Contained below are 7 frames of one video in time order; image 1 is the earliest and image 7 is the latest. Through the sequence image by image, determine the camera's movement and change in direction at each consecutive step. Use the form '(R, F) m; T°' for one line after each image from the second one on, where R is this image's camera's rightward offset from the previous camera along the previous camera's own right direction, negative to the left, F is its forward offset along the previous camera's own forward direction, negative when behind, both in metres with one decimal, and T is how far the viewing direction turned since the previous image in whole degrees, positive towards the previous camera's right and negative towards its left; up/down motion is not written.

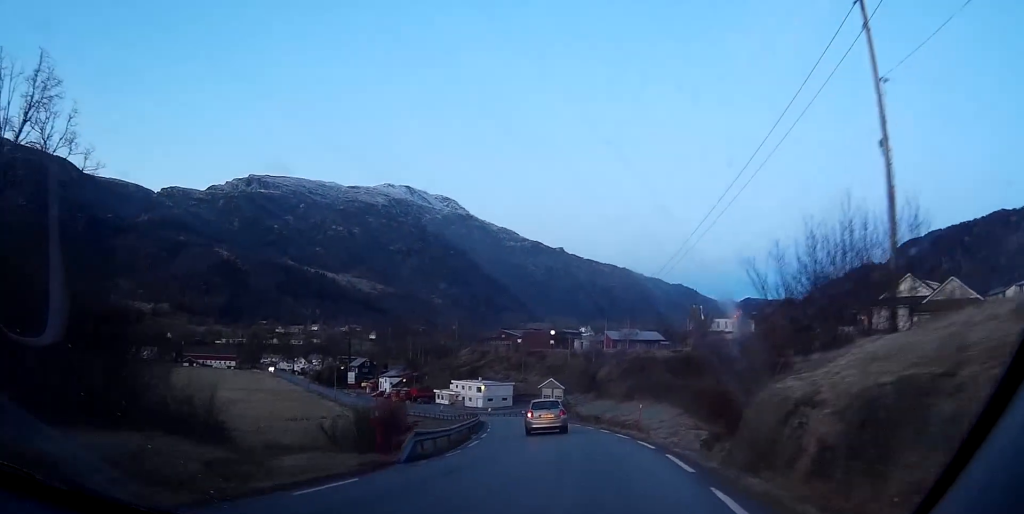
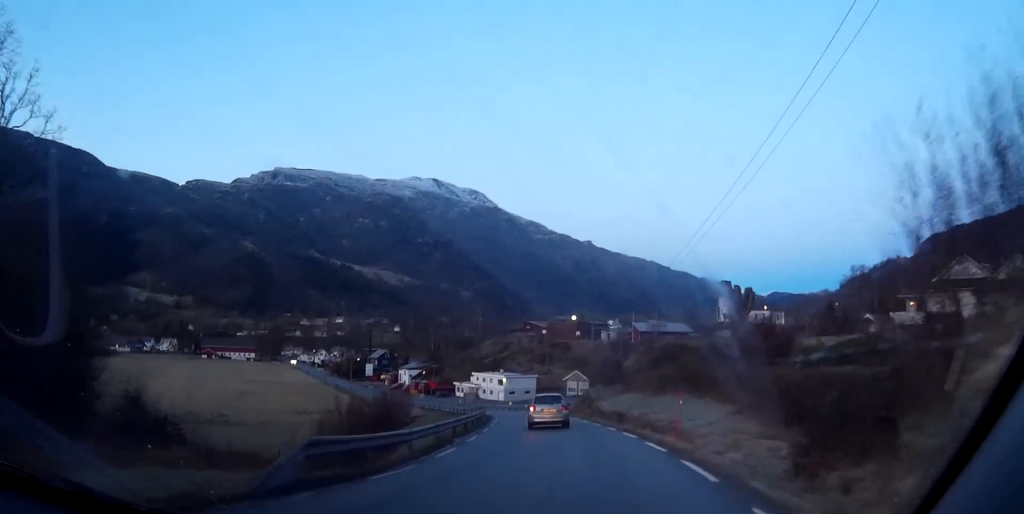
(-0.2, +8.1) m; -3°
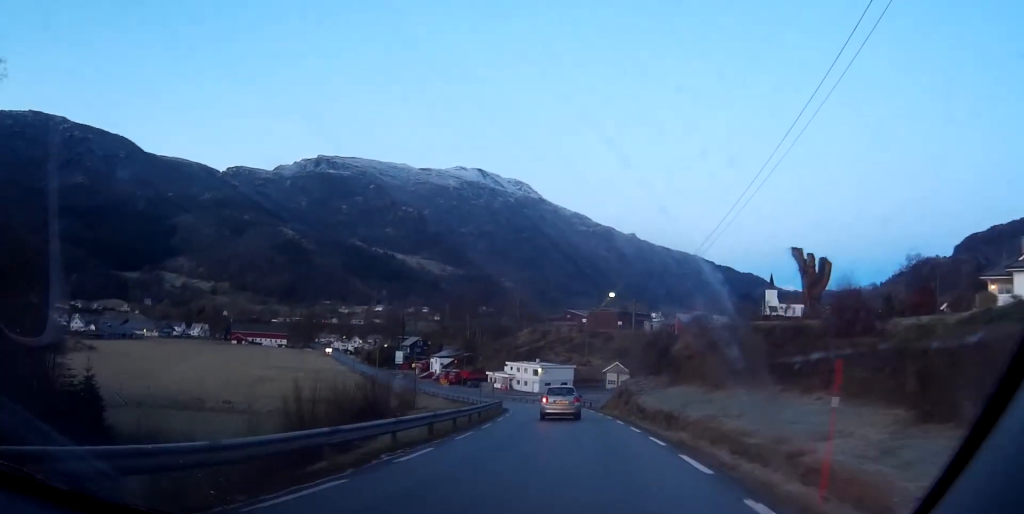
(-0.4, +11.2) m; -3°
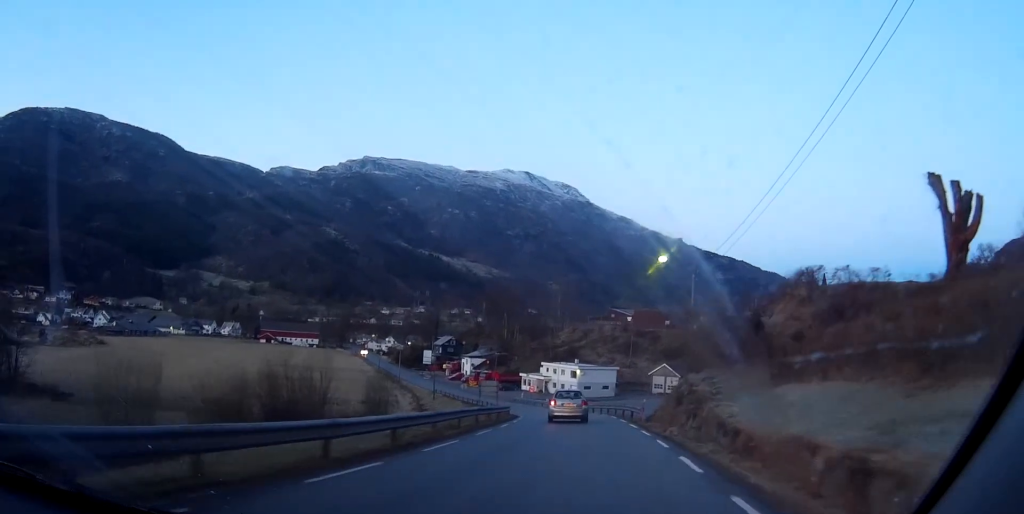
(-0.4, +17.0) m; -4°
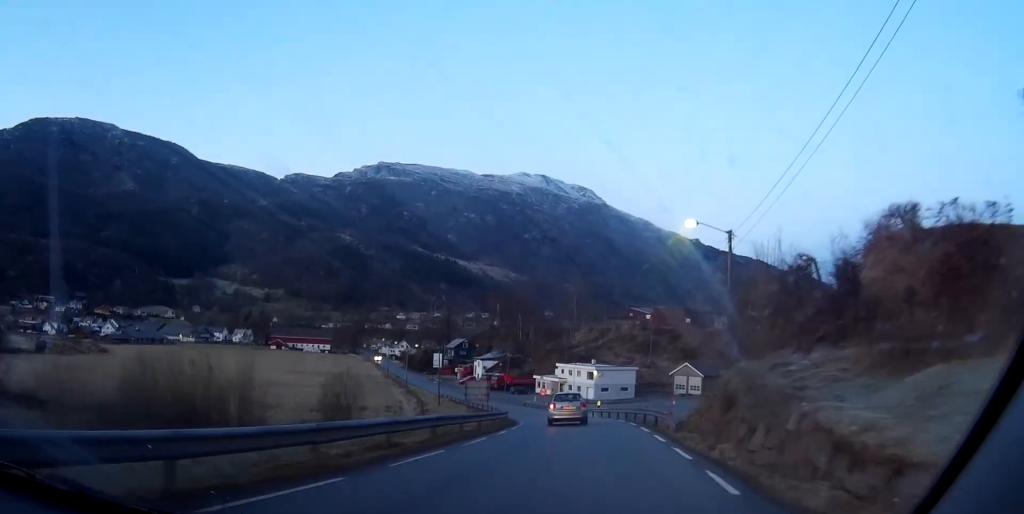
(-0.2, +8.8) m; -1°
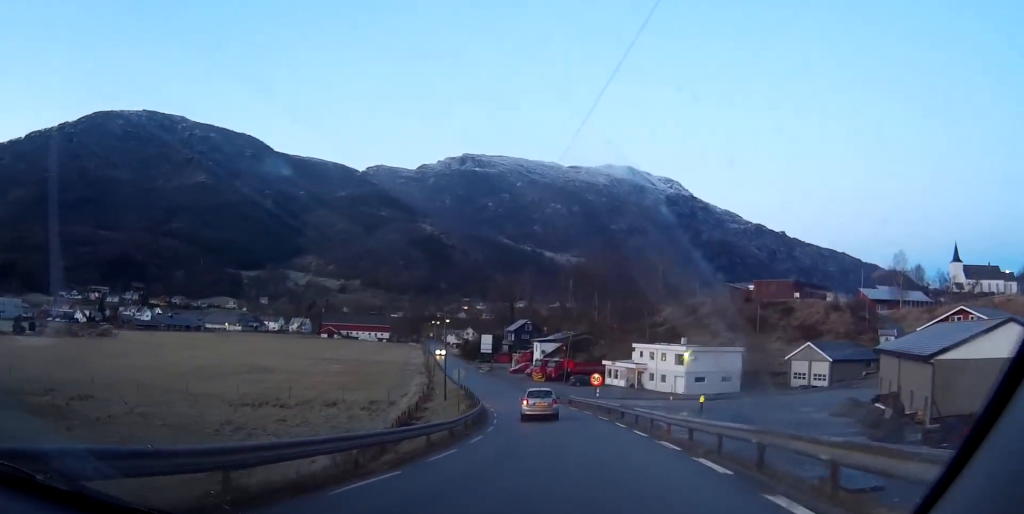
(-1.8, +39.4) m; -7°
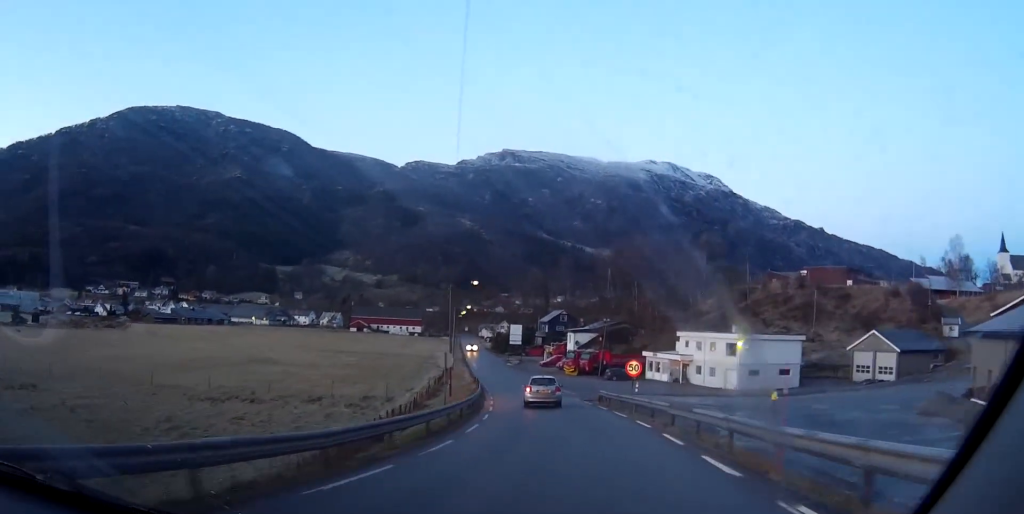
(-0.4, +13.2) m; -3°
